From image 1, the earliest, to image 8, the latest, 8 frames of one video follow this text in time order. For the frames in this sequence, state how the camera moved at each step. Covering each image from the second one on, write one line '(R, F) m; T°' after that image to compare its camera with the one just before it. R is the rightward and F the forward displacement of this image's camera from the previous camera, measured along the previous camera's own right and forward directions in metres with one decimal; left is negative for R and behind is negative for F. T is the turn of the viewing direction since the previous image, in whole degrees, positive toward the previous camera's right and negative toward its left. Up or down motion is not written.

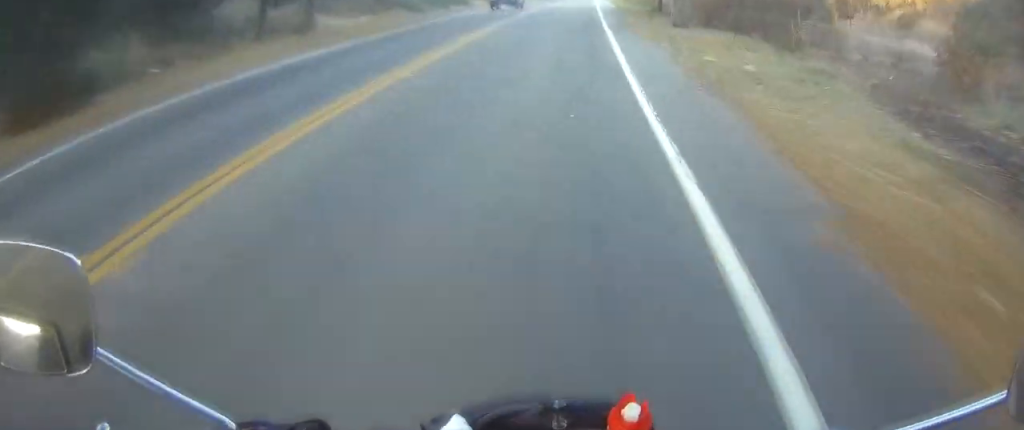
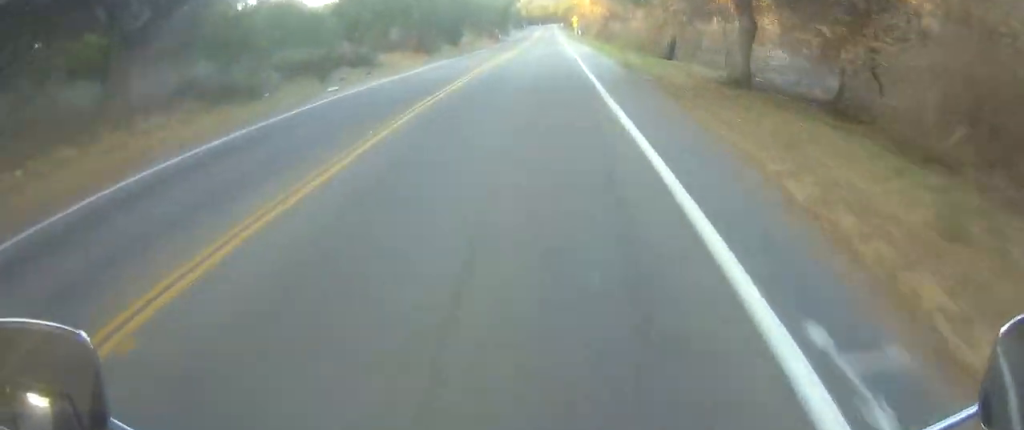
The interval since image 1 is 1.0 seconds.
(-0.1, +22.2) m; -1°
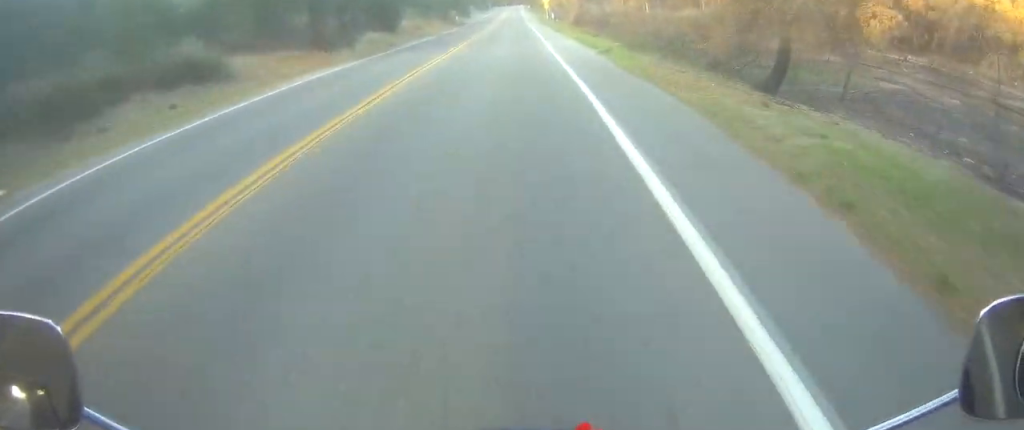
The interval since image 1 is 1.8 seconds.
(-0.1, +18.0) m; 0°
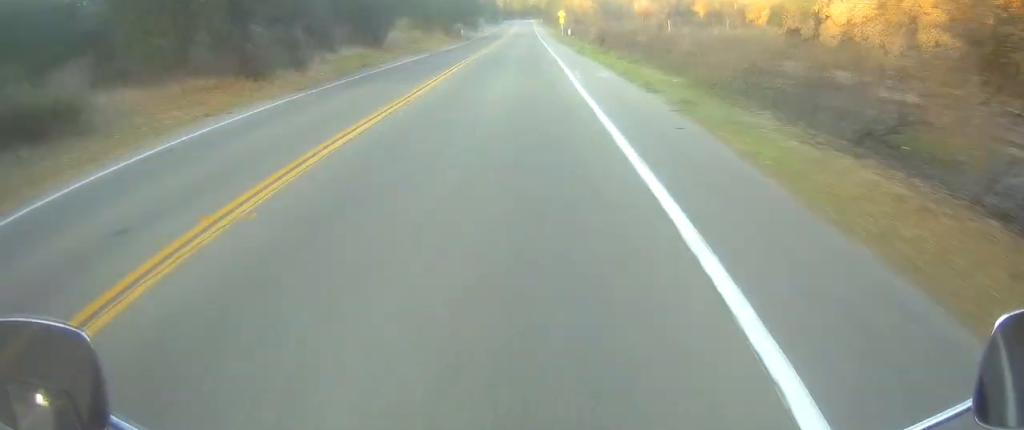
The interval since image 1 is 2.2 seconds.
(0.0, +9.9) m; +1°
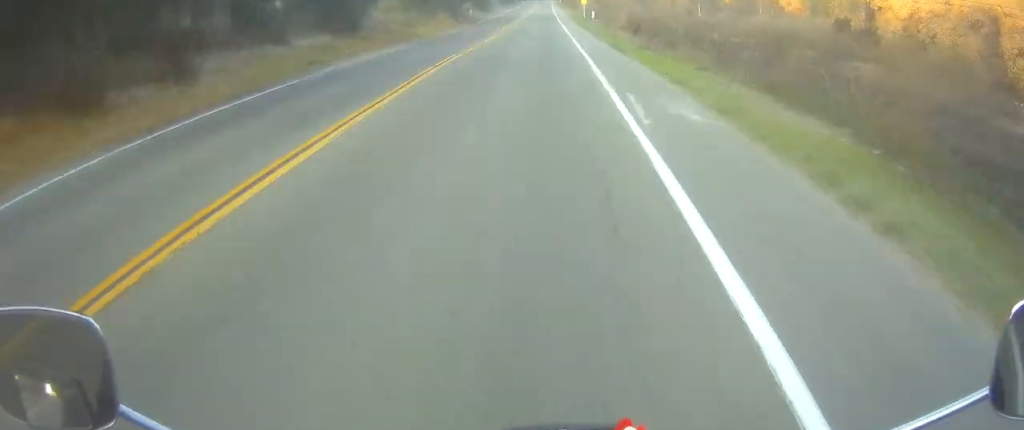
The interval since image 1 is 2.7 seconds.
(-0.2, +10.7) m; +1°
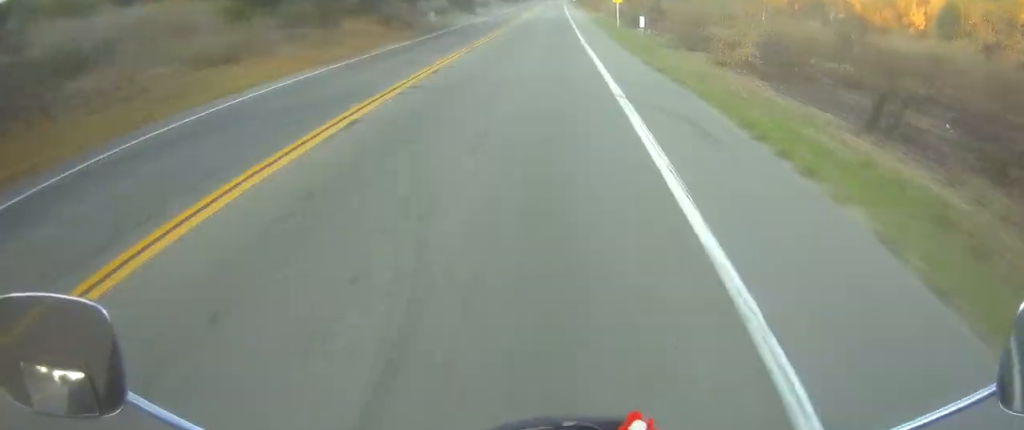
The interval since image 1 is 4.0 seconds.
(+0.9, +30.2) m; +2°
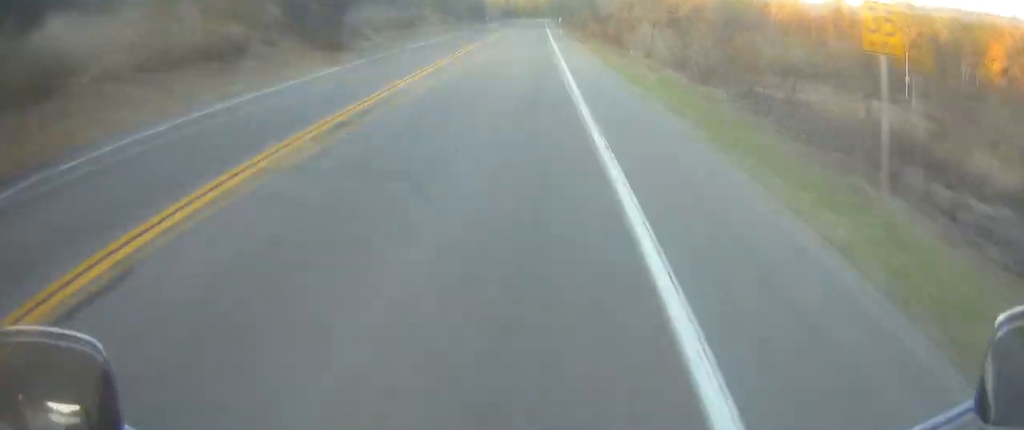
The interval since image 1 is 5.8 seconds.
(-0.1, +38.5) m; 0°
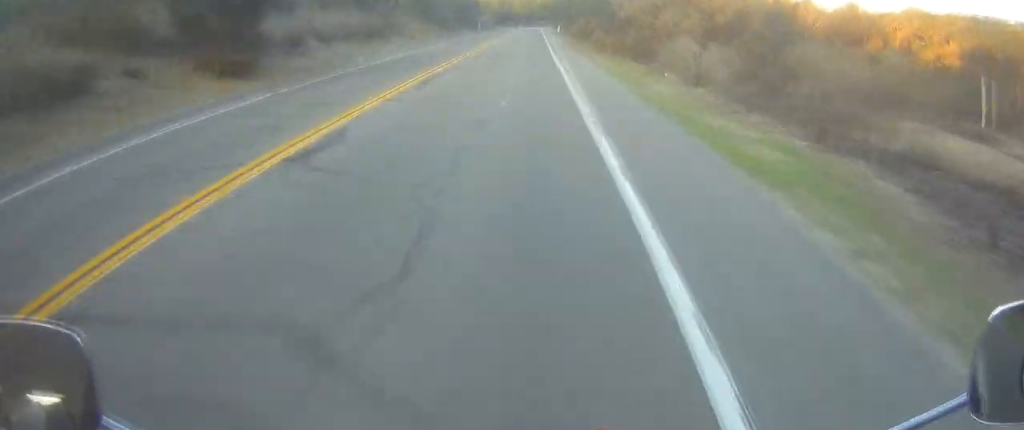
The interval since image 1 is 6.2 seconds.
(0.0, +9.3) m; 0°
